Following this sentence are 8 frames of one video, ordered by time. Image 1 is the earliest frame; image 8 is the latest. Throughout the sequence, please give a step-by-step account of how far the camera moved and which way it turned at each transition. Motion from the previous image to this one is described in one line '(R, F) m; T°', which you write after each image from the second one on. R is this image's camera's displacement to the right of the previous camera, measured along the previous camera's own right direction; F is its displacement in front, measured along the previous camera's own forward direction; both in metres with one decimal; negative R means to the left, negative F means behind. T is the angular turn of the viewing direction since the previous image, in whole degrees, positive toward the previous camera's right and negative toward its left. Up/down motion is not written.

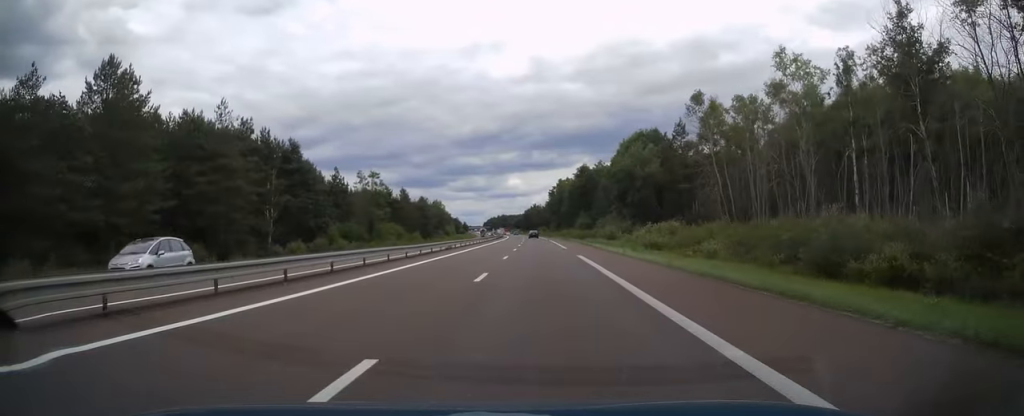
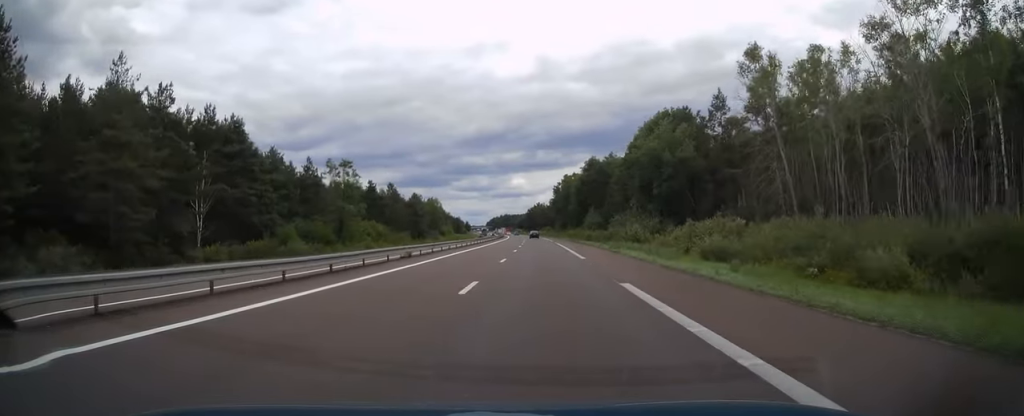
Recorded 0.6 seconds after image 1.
(0.0, +16.2) m; 0°
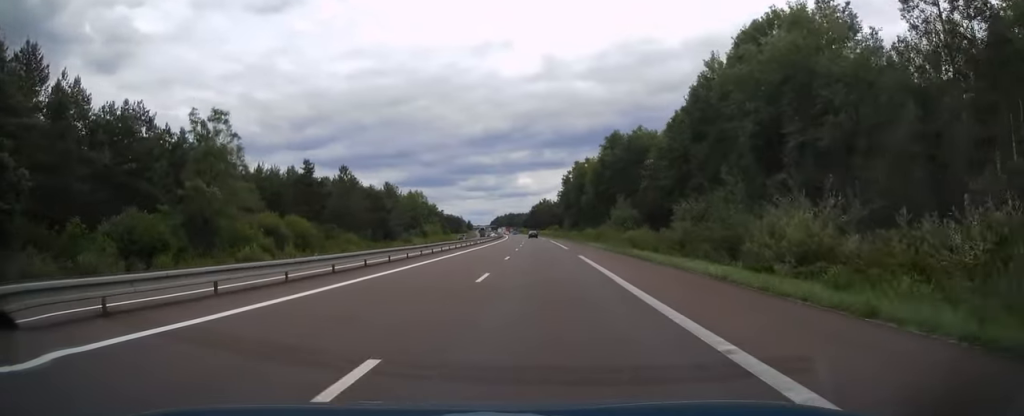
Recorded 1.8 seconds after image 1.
(-0.1, +35.8) m; 0°
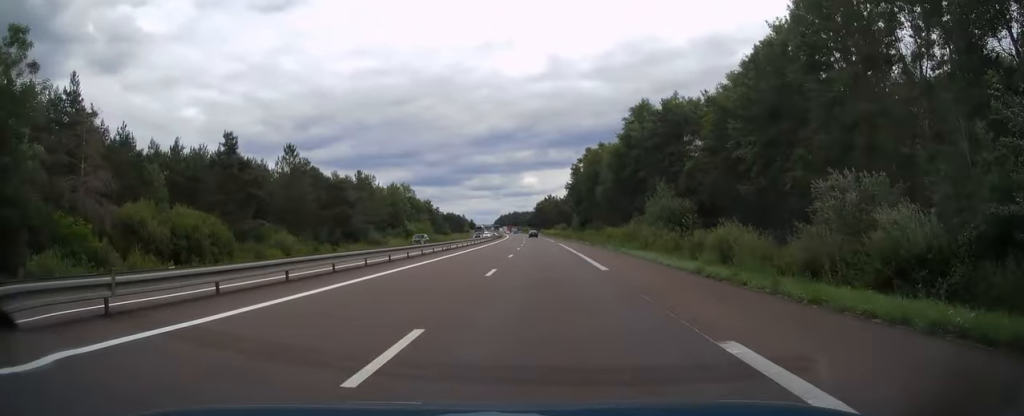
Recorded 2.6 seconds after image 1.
(-0.2, +24.0) m; 0°
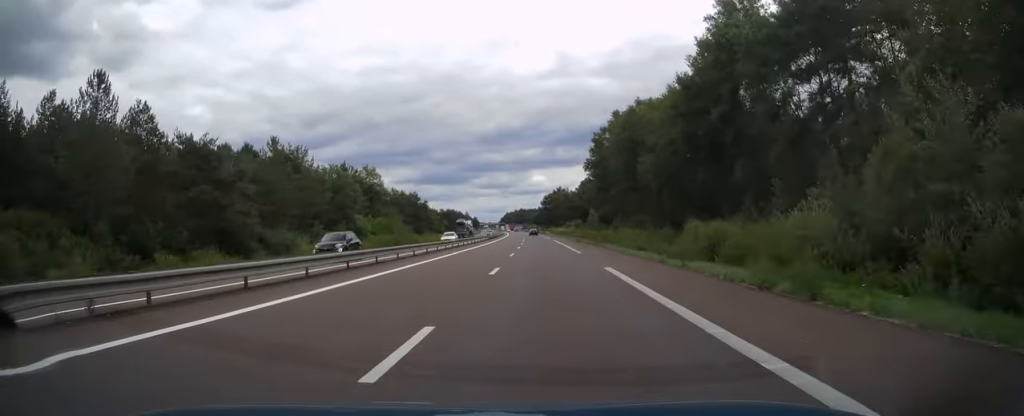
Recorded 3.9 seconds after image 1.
(-0.2, +38.8) m; -1°
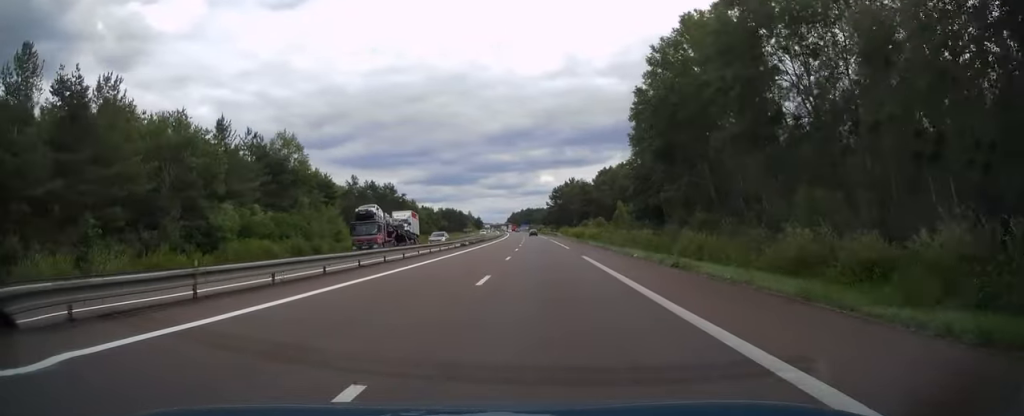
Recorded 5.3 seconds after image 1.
(-0.5, +42.2) m; -1°
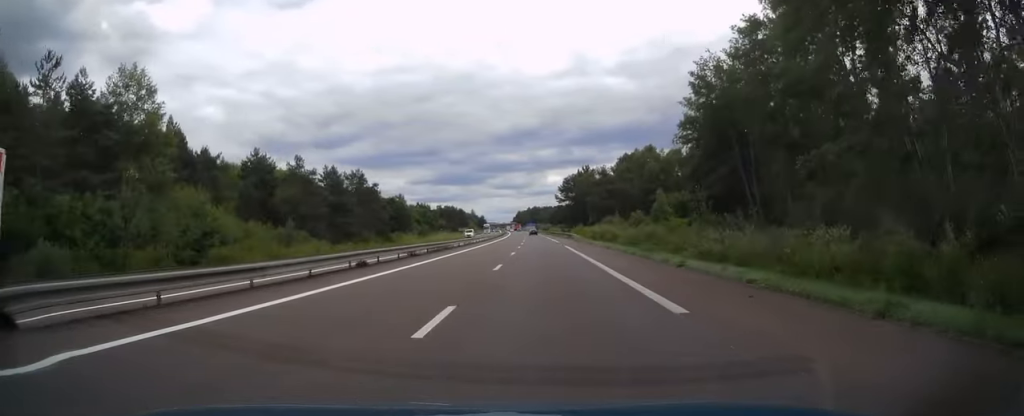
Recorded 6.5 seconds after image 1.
(+0.1, +33.5) m; -1°
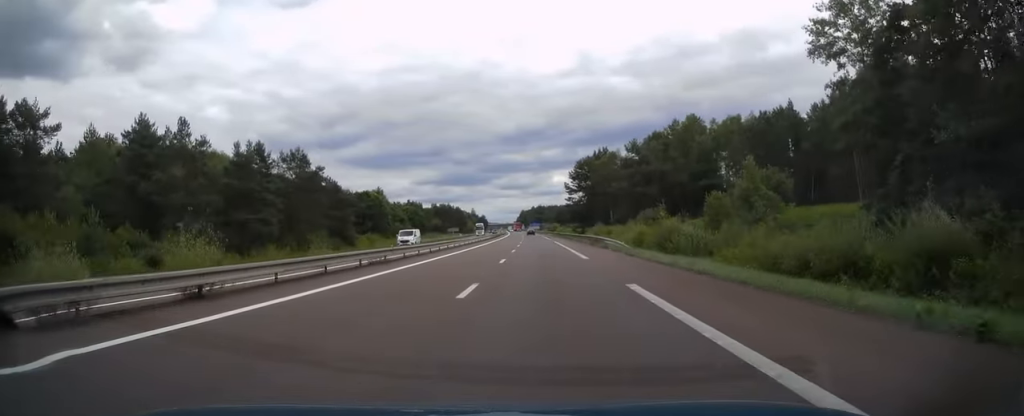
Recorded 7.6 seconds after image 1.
(-0.6, +34.4) m; -1°
